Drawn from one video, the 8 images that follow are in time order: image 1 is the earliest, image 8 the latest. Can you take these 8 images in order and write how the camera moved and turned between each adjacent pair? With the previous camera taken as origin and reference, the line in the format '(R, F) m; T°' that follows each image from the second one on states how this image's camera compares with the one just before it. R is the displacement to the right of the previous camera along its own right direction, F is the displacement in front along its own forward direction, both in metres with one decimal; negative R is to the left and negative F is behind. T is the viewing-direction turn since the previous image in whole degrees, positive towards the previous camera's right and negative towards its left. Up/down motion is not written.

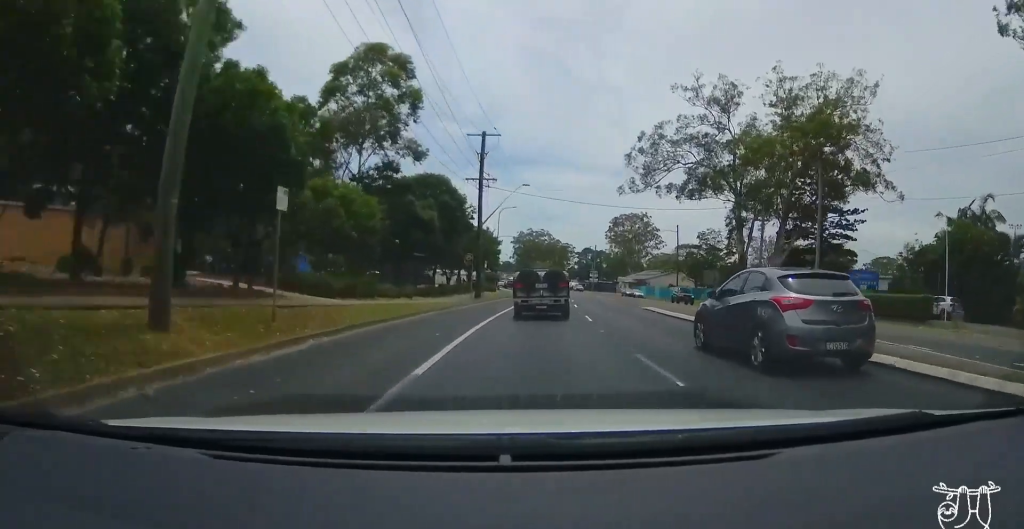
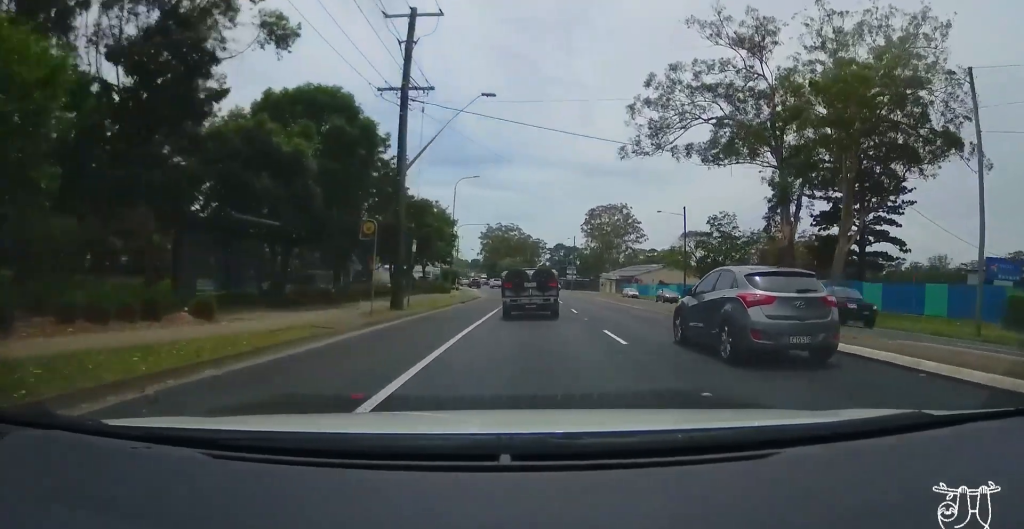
(+0.9, +20.2) m; +5°
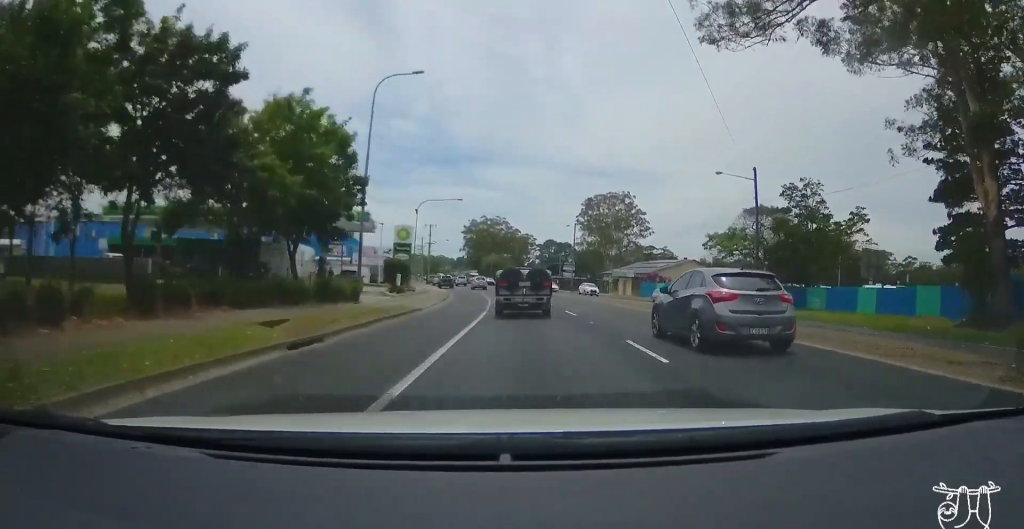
(+0.9, +27.6) m; +3°
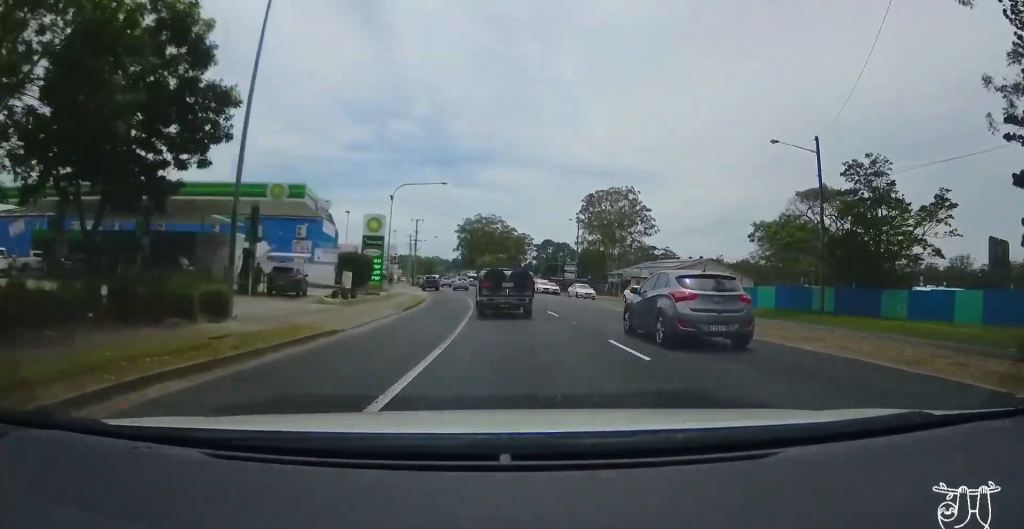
(+0.2, +11.8) m; -1°
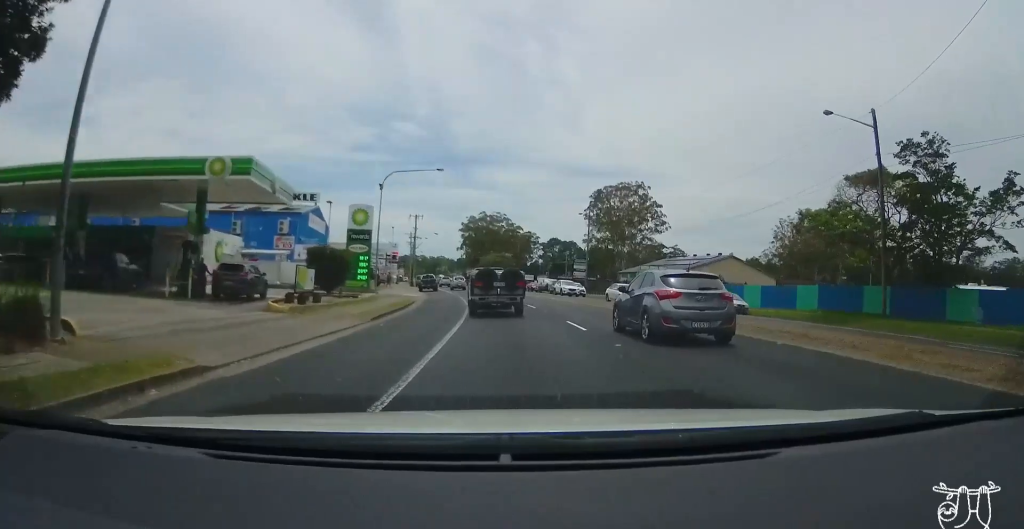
(-0.1, +6.7) m; -1°
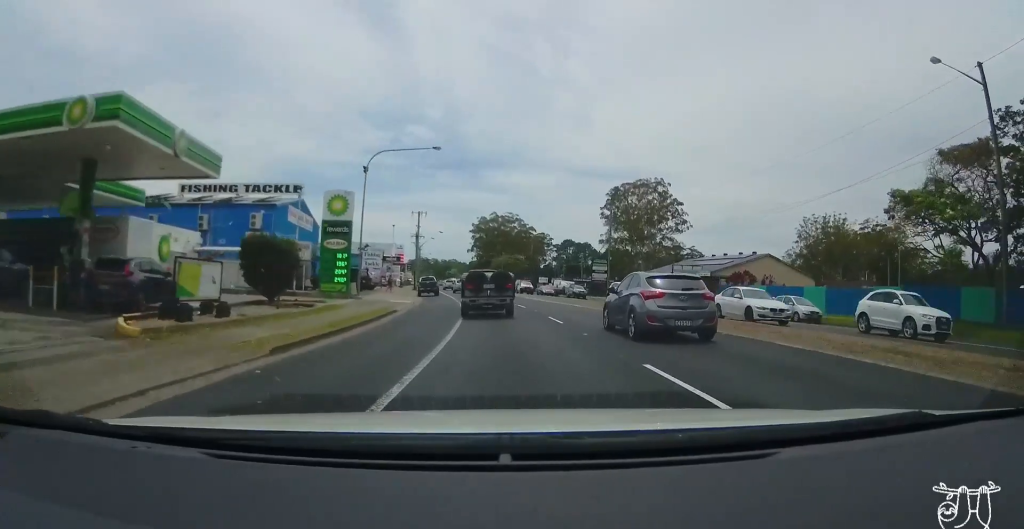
(-0.3, +8.5) m; -2°
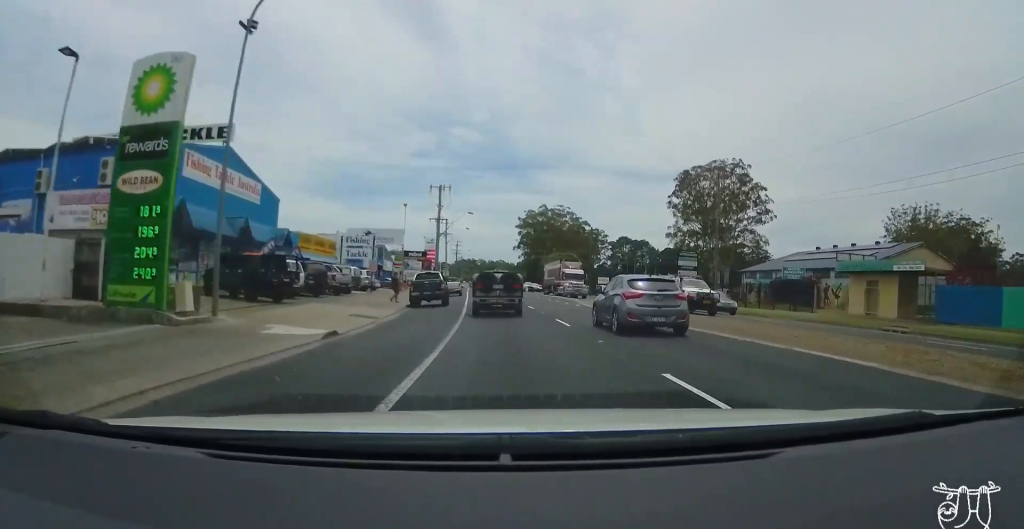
(-0.7, +24.2) m; -4°
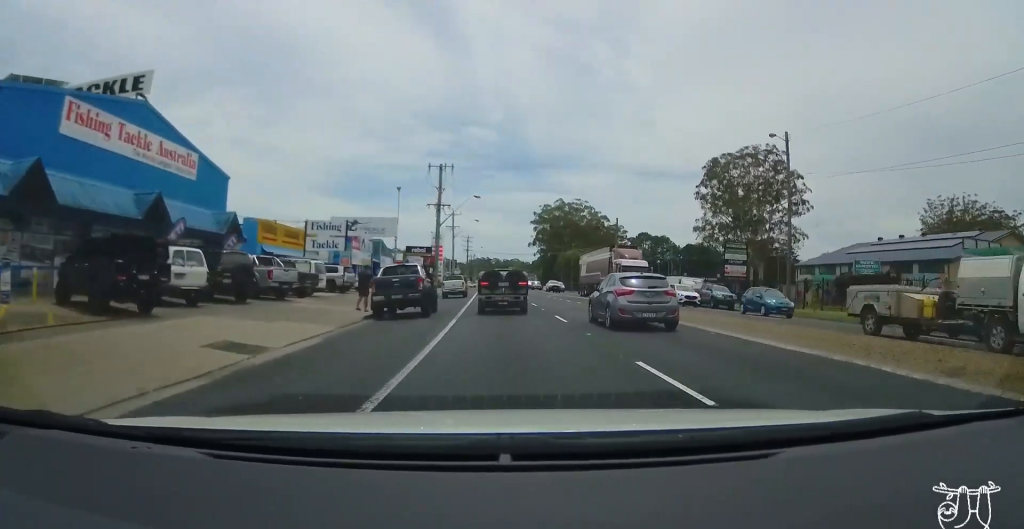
(-0.1, +10.2) m; -2°
